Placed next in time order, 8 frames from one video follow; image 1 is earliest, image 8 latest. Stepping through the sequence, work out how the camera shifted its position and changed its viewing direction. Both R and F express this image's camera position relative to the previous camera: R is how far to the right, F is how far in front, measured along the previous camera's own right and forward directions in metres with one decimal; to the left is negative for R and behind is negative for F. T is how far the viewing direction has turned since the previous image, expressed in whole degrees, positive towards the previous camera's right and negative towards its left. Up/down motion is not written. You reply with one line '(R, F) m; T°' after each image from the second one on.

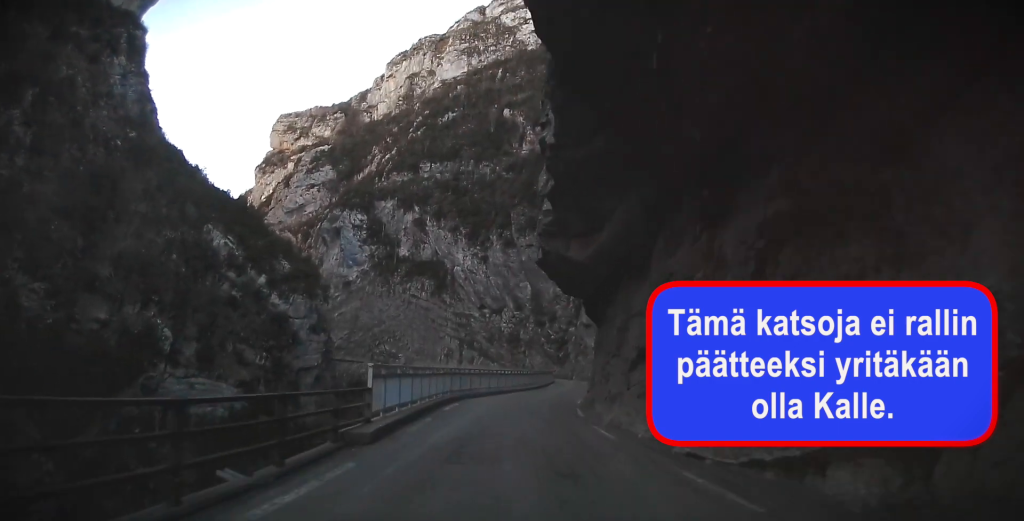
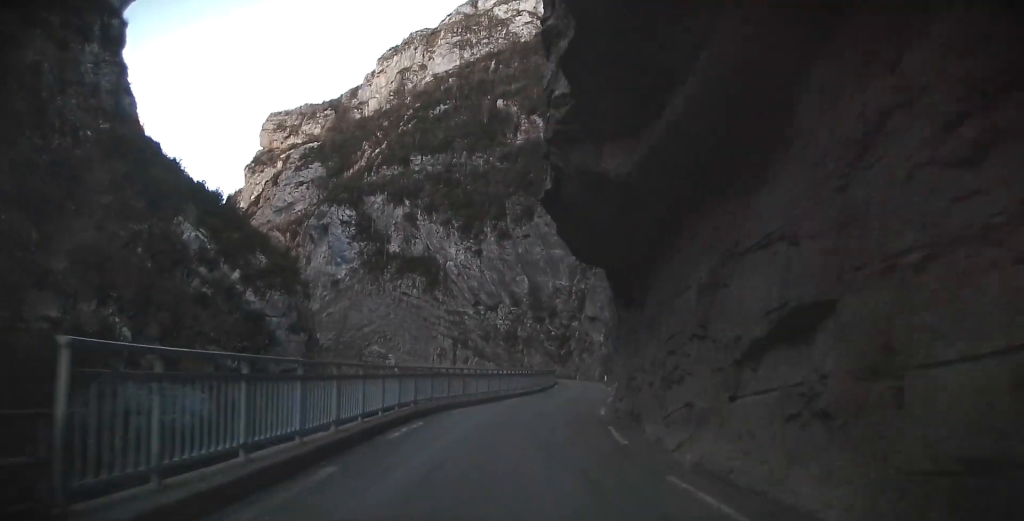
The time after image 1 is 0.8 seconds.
(0.0, +7.0) m; -1°
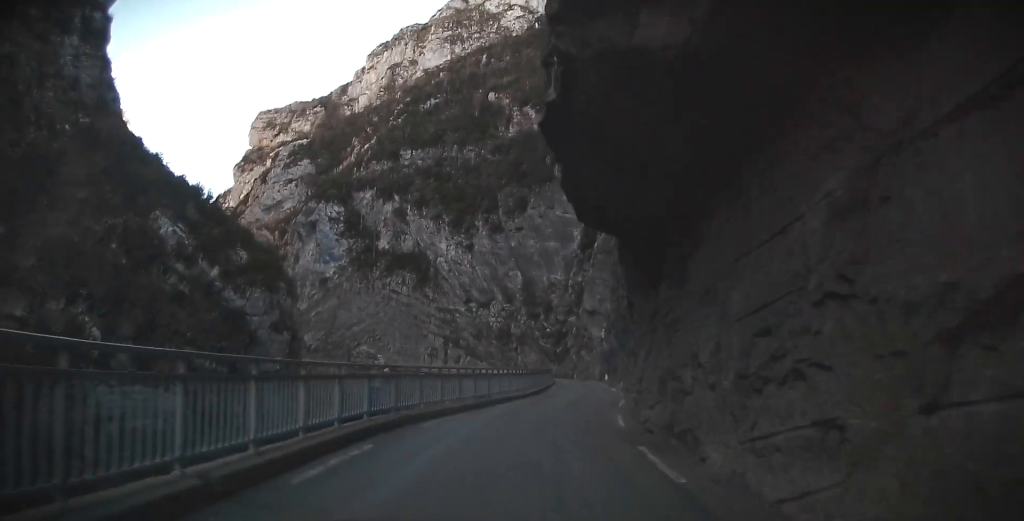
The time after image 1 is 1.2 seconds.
(+0.1, +3.8) m; -1°
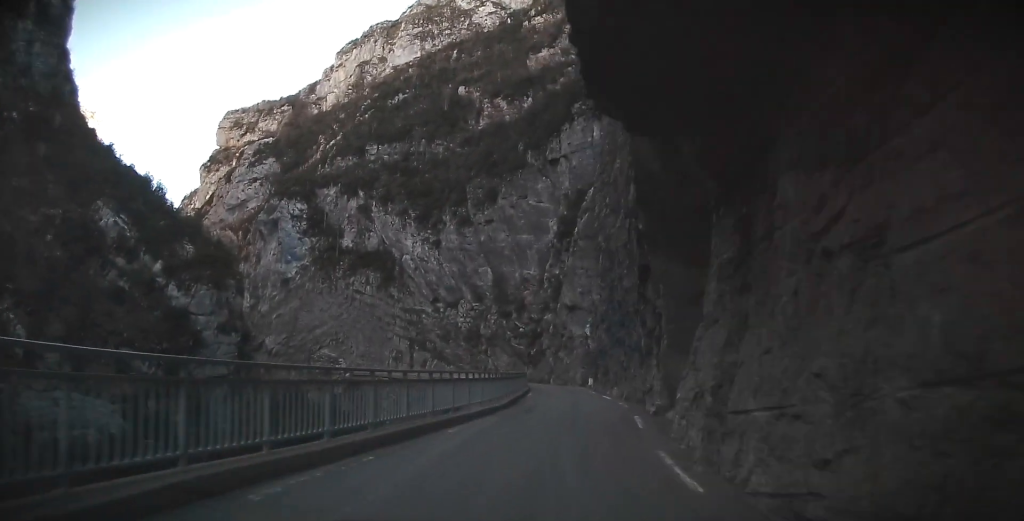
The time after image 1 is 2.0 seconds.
(-0.2, +6.4) m; -4°
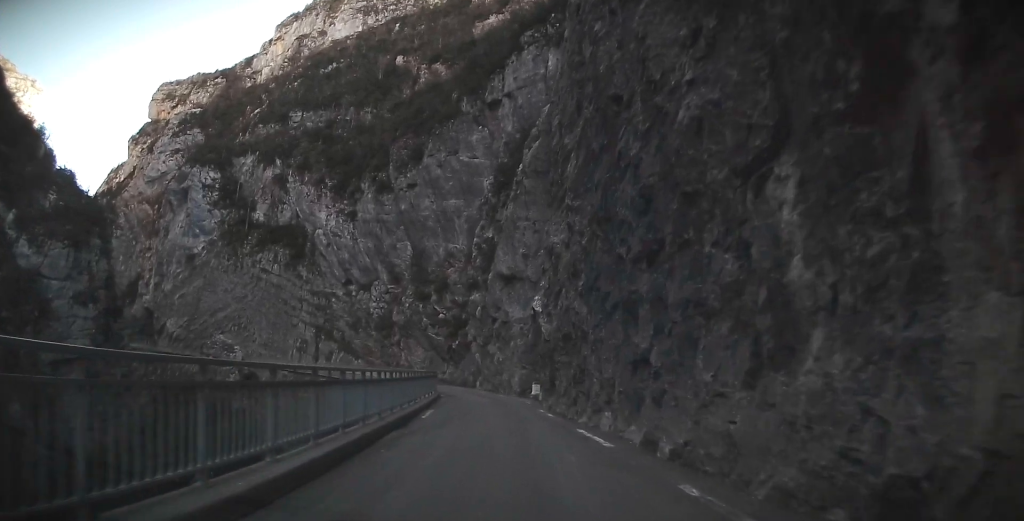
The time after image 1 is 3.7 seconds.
(-2.9, +11.2) m; -36°
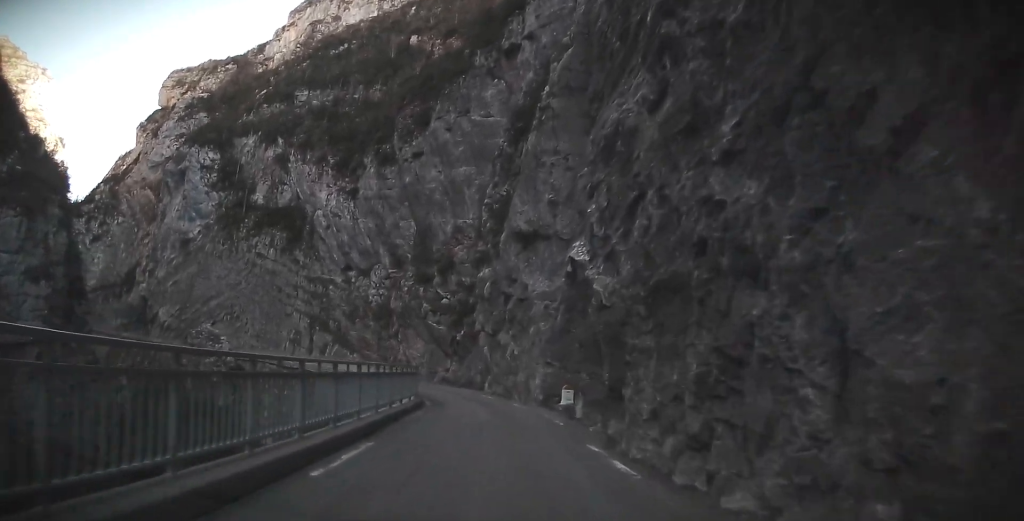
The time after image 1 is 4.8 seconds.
(-1.5, +8.4) m; -8°
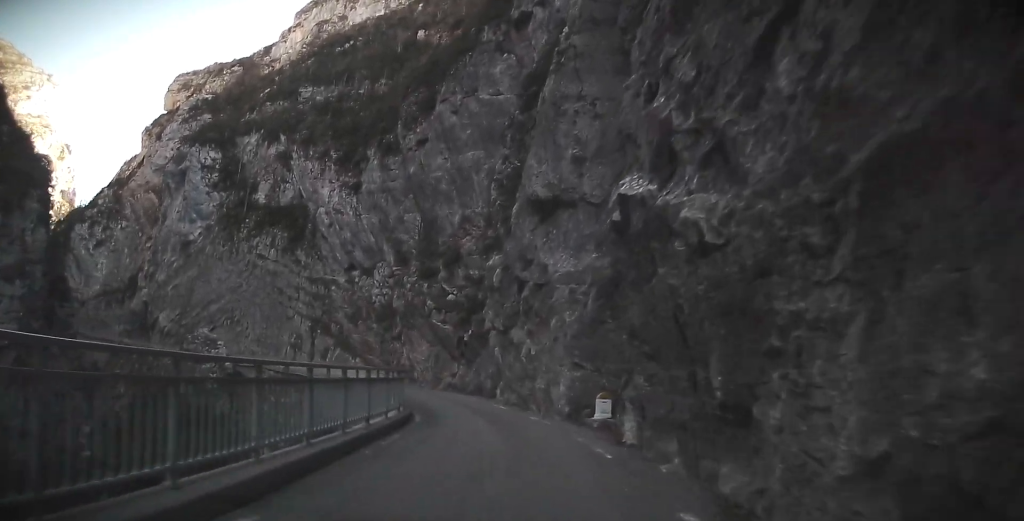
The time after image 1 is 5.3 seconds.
(+0.4, +4.4) m; +1°
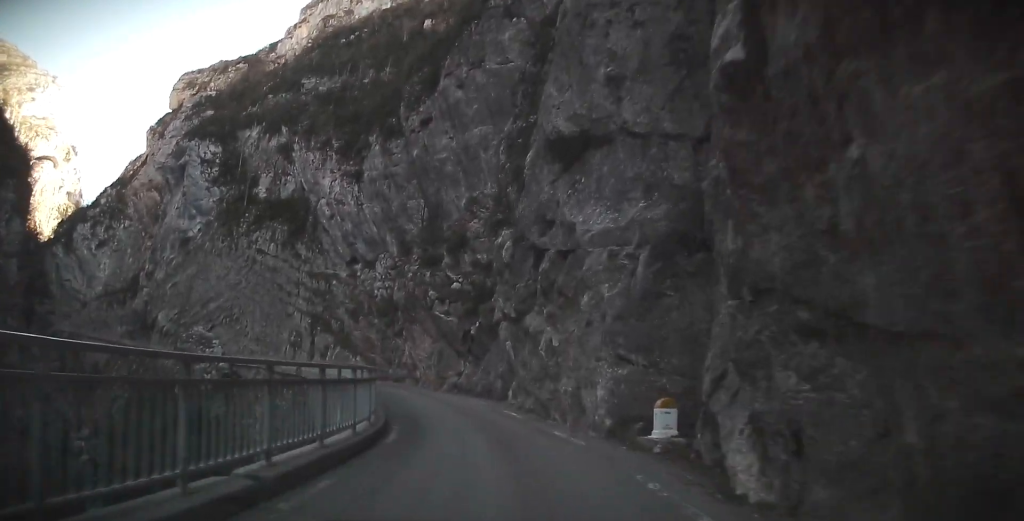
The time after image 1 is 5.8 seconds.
(-0.2, +4.4) m; +8°
